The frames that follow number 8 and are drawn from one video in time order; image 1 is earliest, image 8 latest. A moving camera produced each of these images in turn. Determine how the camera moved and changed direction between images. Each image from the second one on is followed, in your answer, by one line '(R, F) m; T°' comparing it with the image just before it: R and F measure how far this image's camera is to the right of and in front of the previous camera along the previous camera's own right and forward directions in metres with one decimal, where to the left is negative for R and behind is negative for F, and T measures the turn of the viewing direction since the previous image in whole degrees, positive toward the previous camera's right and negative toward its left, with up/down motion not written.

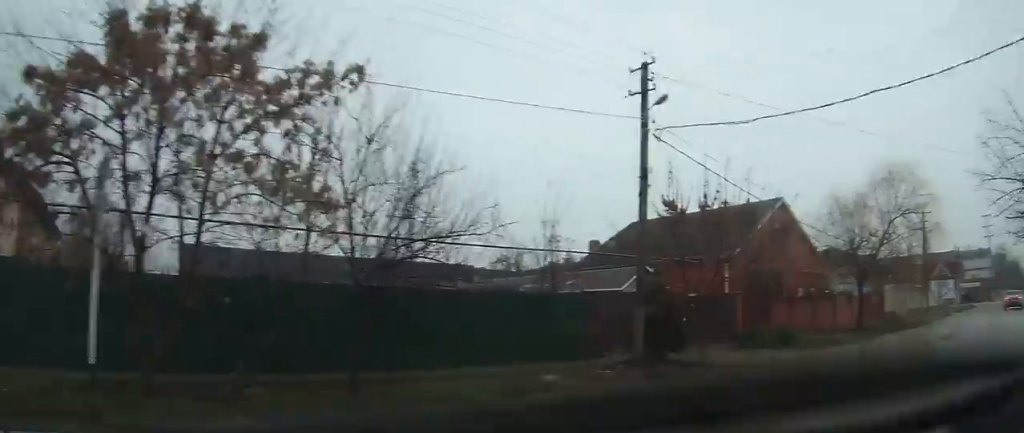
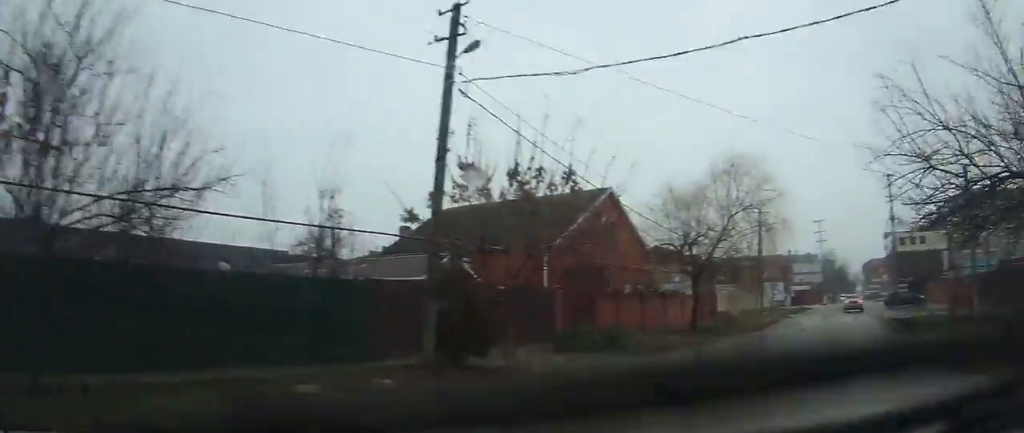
(+0.6, +3.4) m; +11°
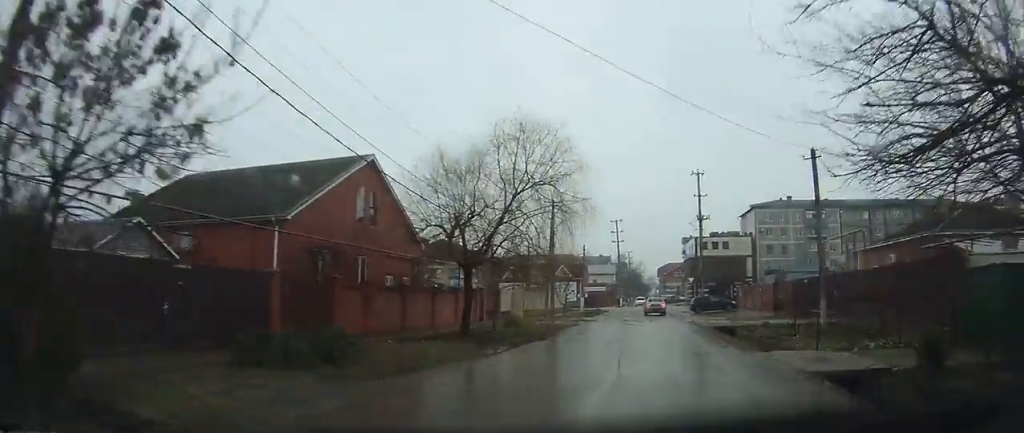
(+0.9, +6.1) m; +11°
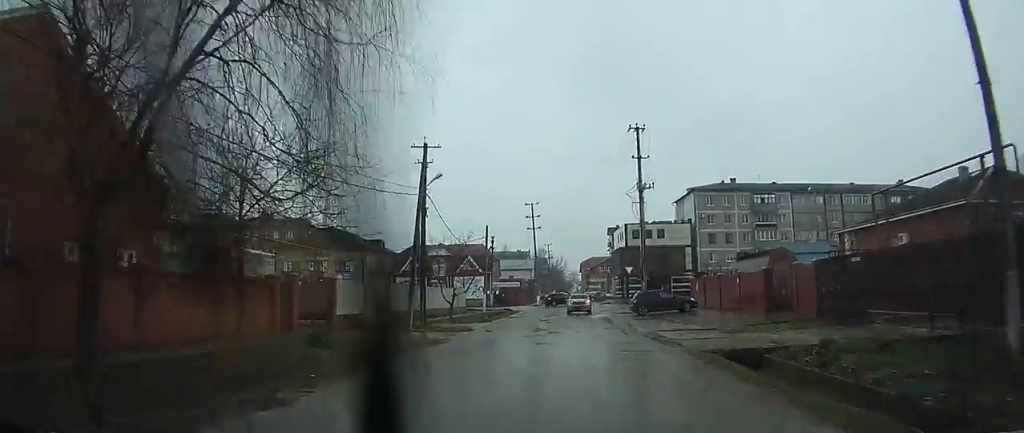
(+0.8, +14.7) m; +3°
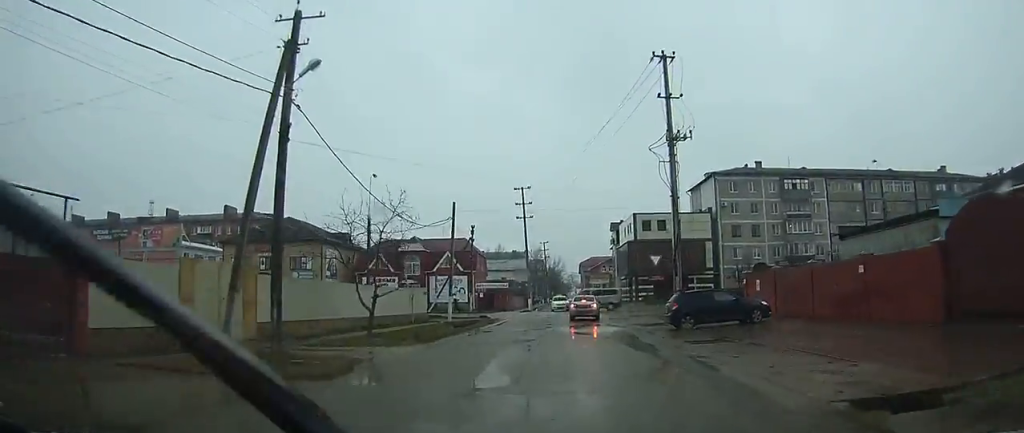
(0.0, +14.0) m; 0°
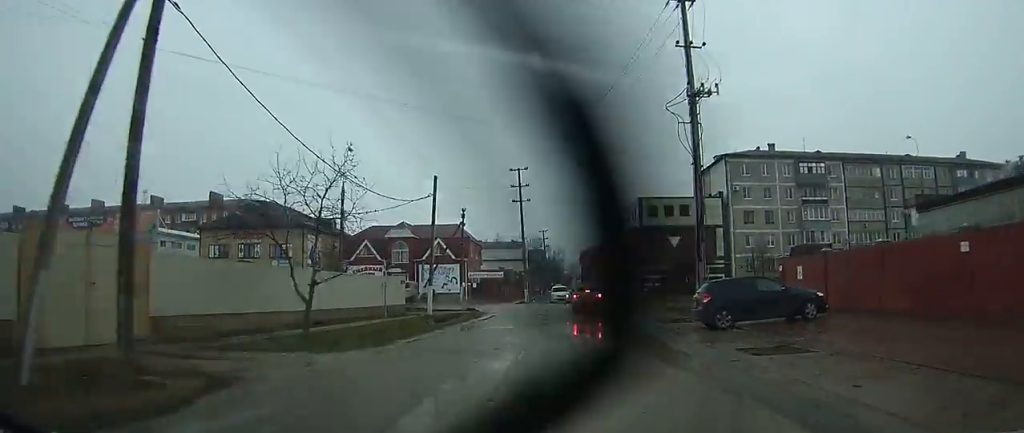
(0.0, +5.0) m; 0°
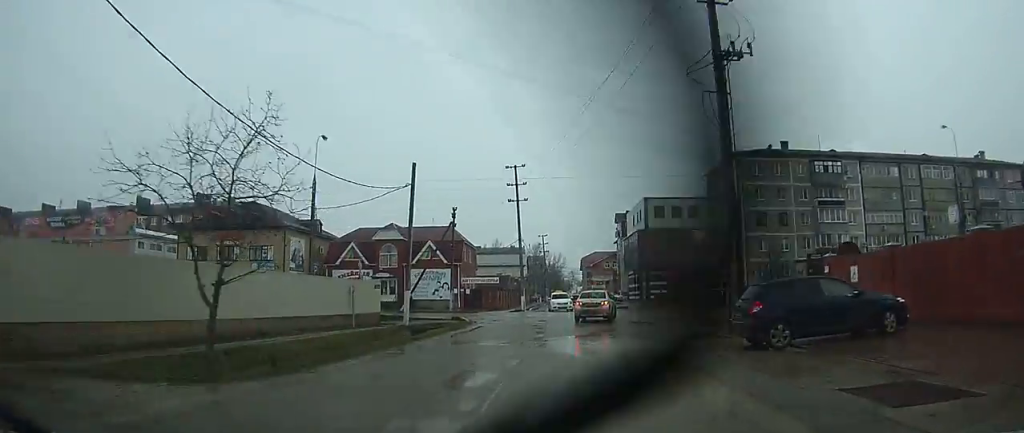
(0.0, +4.4) m; 0°
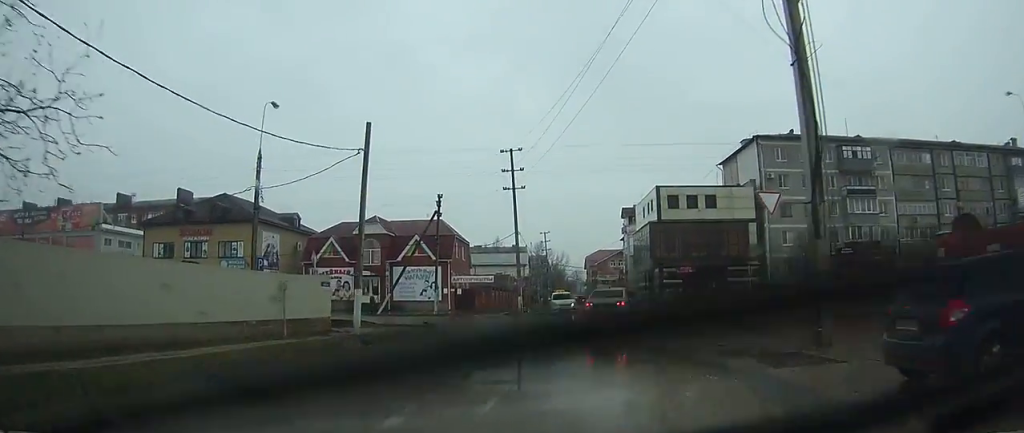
(0.0, +6.3) m; 0°
